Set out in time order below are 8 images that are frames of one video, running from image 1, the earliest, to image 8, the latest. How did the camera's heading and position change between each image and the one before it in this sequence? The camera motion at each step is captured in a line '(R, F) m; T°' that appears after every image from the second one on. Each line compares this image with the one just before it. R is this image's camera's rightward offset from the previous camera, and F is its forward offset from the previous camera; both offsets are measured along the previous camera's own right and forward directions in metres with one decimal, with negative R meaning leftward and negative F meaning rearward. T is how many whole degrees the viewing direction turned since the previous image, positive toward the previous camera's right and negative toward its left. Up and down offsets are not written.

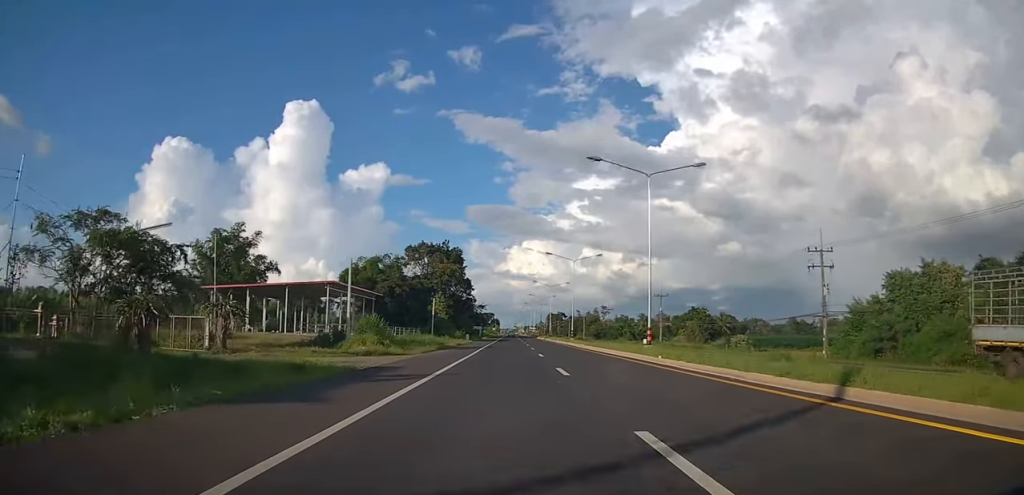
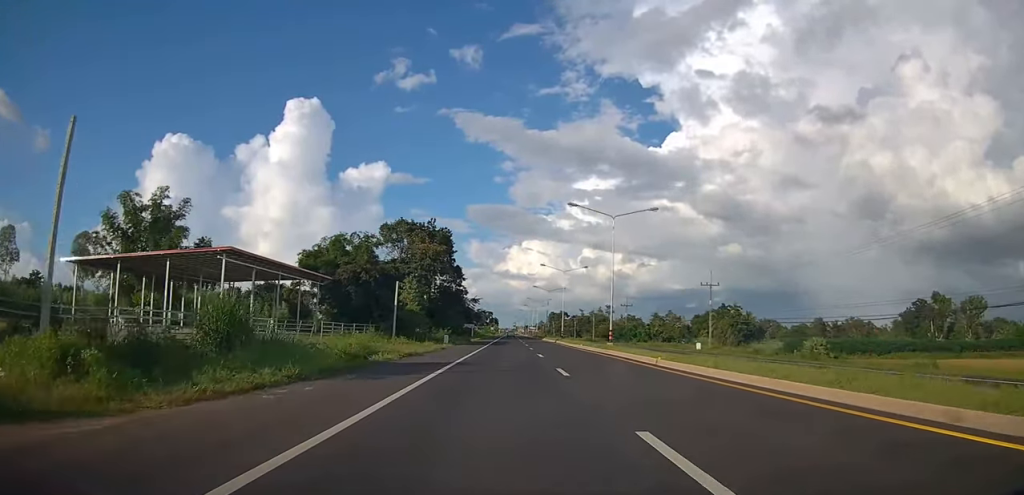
(0.0, +24.3) m; 0°
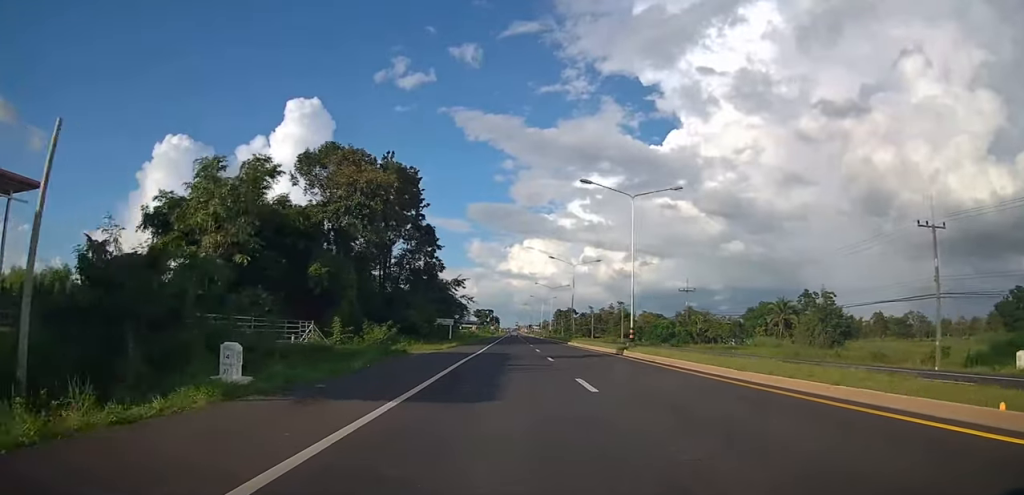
(0.0, +40.8) m; 0°
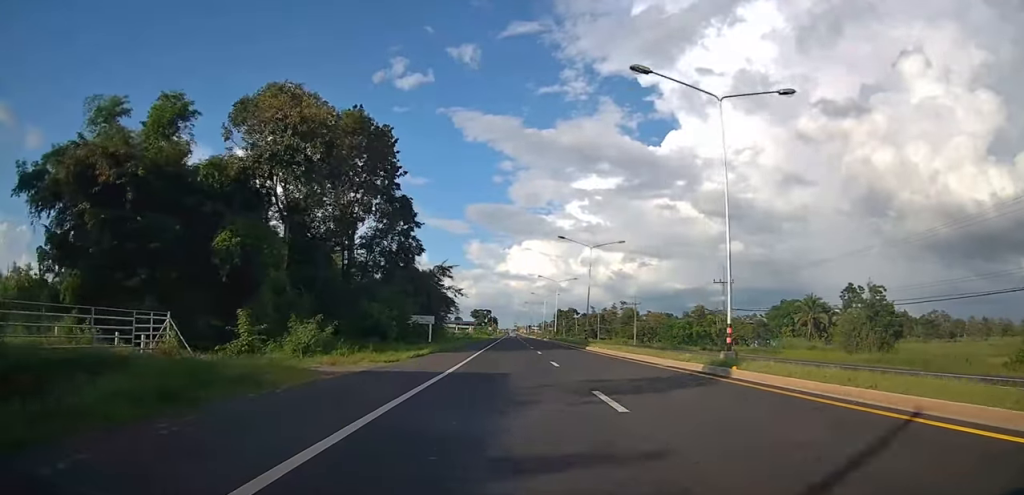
(0.0, +15.3) m; 0°
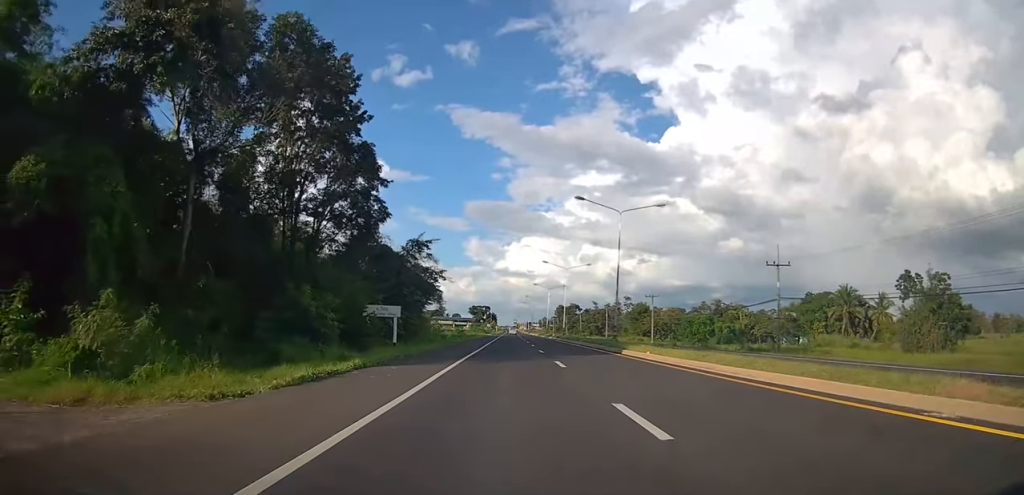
(0.0, +14.5) m; 0°
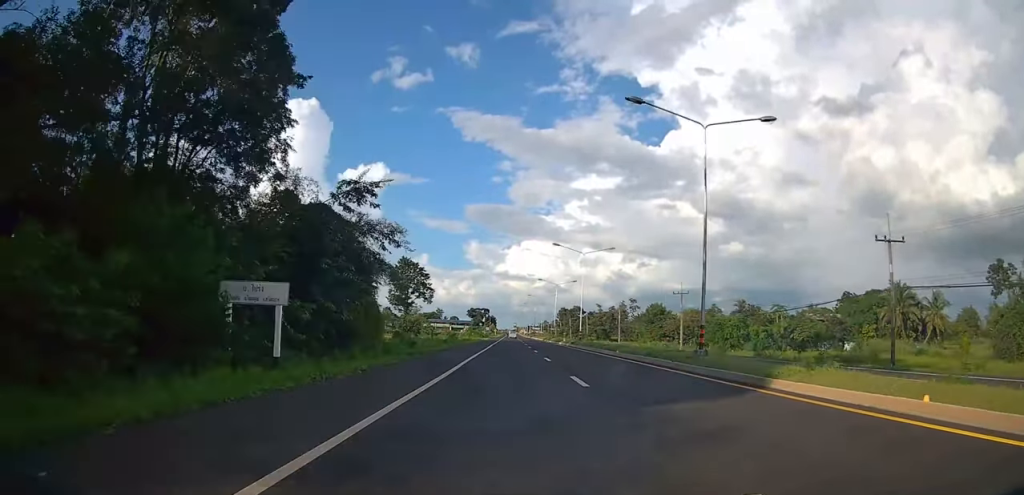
(+0.2, +17.3) m; -1°
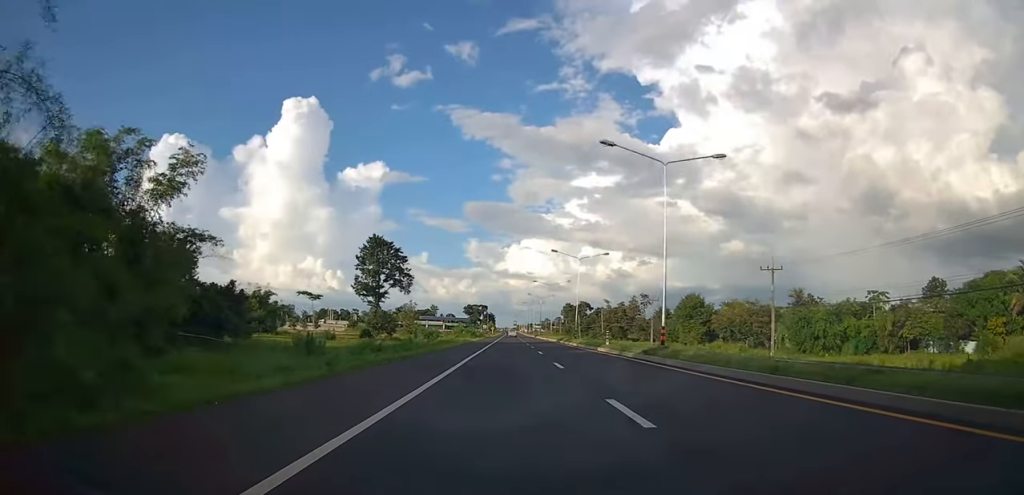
(-0.7, +30.1) m; 0°
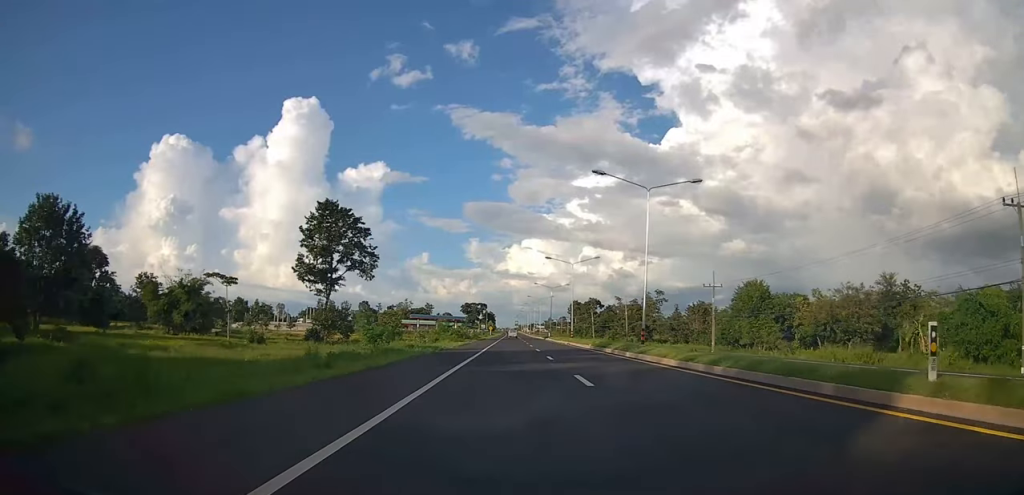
(+0.8, +30.2) m; +1°
